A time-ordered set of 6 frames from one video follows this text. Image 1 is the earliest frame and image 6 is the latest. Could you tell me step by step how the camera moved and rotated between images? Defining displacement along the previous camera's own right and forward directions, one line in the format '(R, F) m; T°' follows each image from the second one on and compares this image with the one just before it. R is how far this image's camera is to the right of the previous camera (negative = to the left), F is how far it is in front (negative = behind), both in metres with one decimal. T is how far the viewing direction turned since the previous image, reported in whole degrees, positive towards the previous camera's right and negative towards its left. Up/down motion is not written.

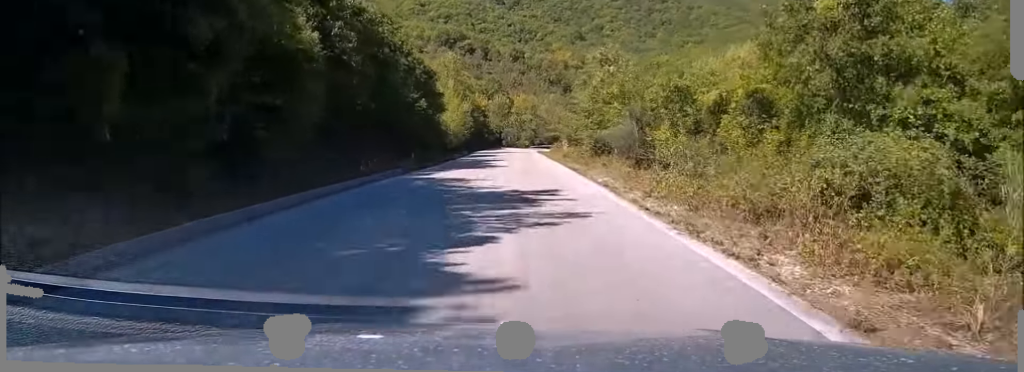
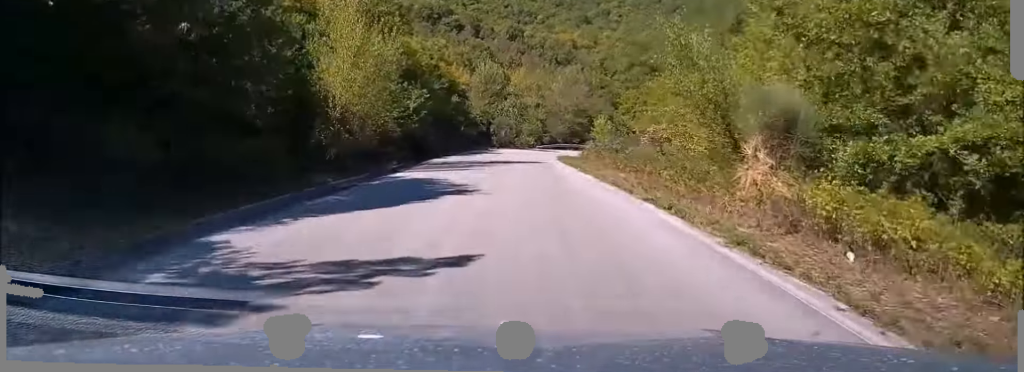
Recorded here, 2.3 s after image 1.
(+0.6, +44.6) m; +2°
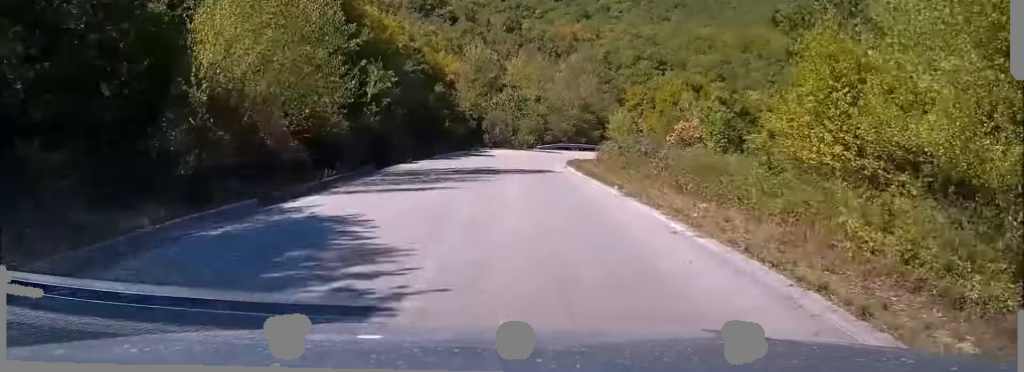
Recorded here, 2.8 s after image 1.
(0.0, +10.6) m; +1°
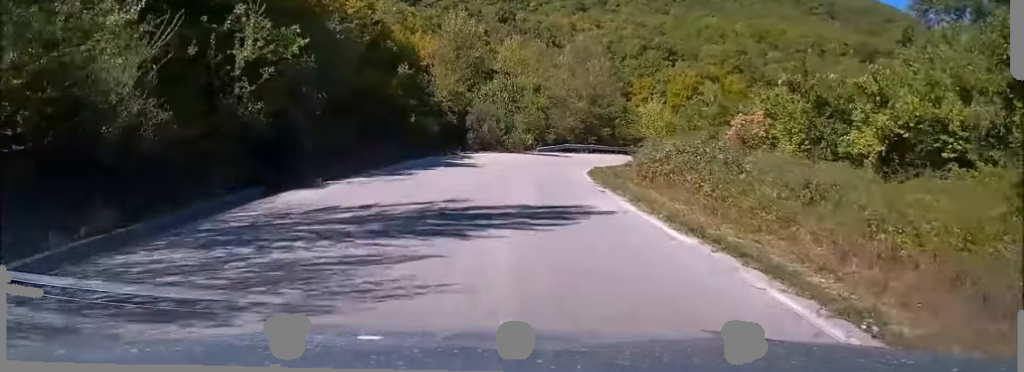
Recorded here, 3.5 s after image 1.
(+0.1, +14.4) m; +1°
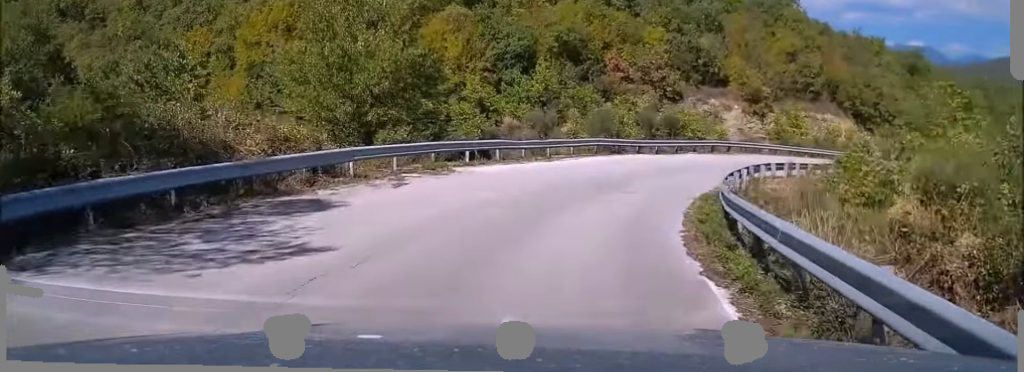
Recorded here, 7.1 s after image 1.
(+12.9, +53.0) m; +40°
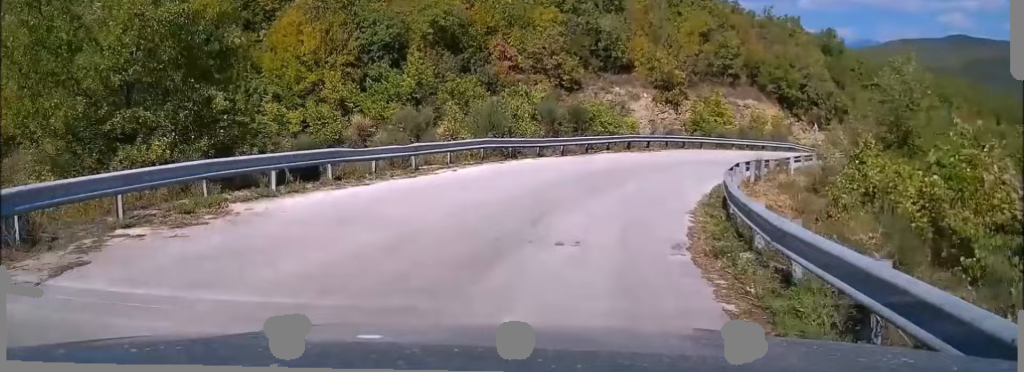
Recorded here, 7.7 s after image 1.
(+0.3, +7.9) m; +10°
